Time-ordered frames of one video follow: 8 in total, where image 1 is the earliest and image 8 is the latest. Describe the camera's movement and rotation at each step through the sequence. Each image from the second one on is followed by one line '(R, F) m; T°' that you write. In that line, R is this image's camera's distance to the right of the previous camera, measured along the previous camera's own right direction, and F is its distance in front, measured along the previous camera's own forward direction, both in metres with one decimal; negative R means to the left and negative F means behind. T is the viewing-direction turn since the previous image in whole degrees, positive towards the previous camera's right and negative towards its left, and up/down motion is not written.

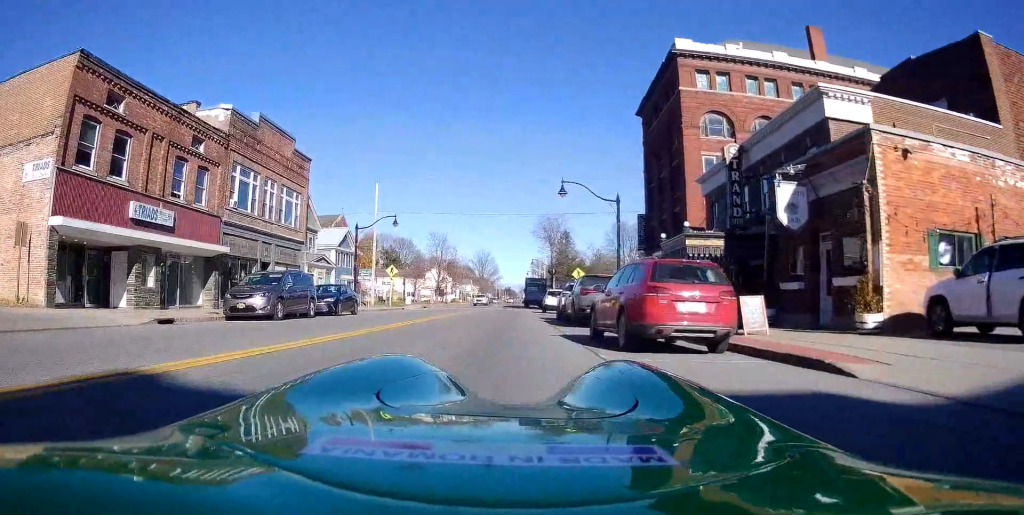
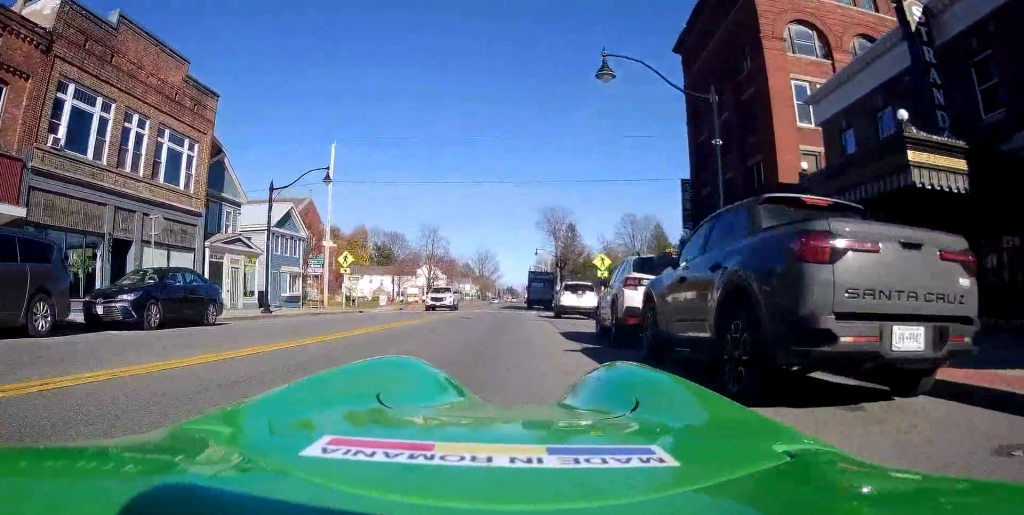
(-0.3, +13.5) m; -2°
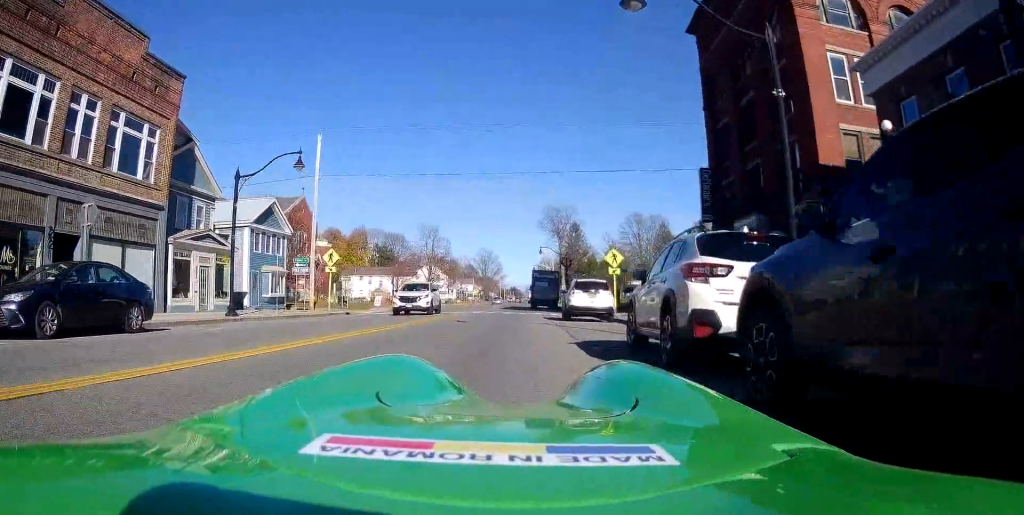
(+0.1, +3.7) m; 0°
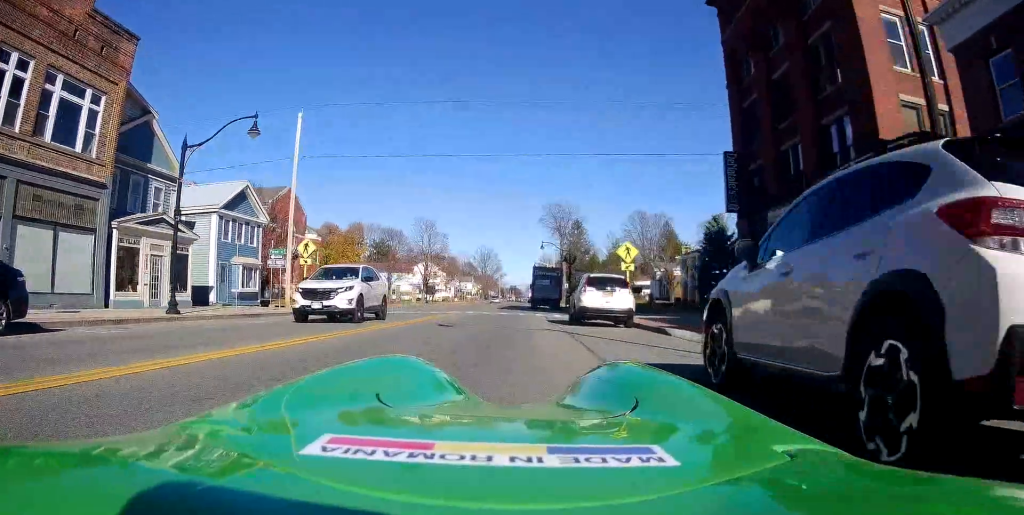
(0.0, +4.1) m; -1°
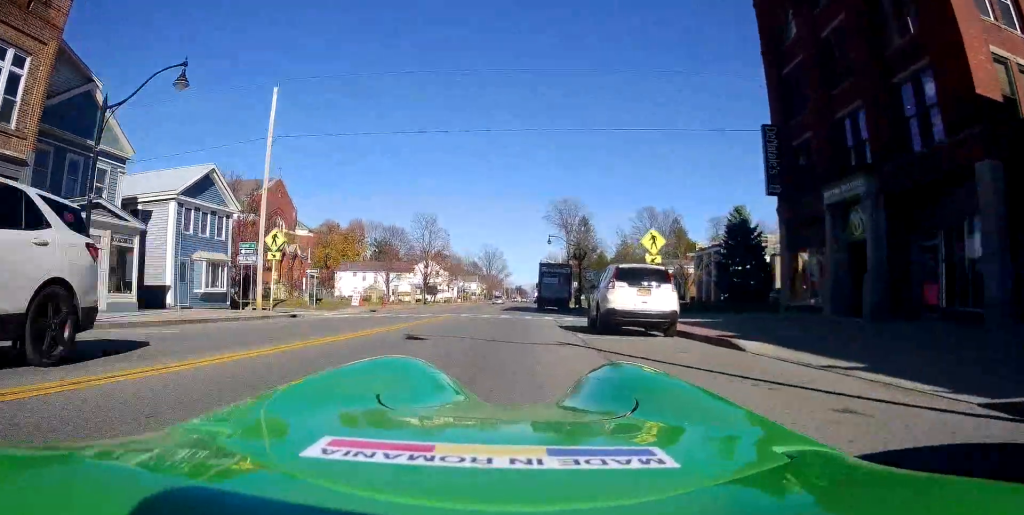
(-0.1, +4.4) m; -1°
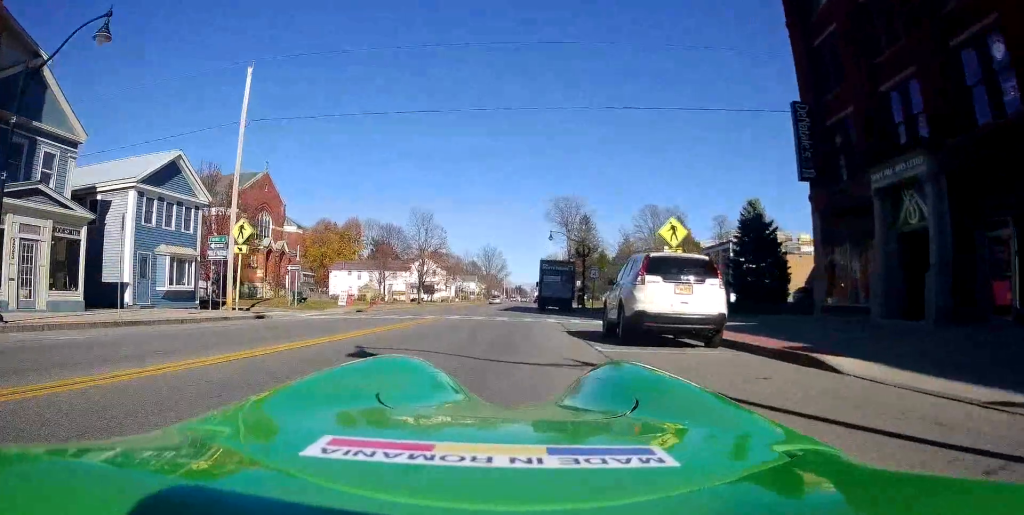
(0.0, +3.4) m; 0°
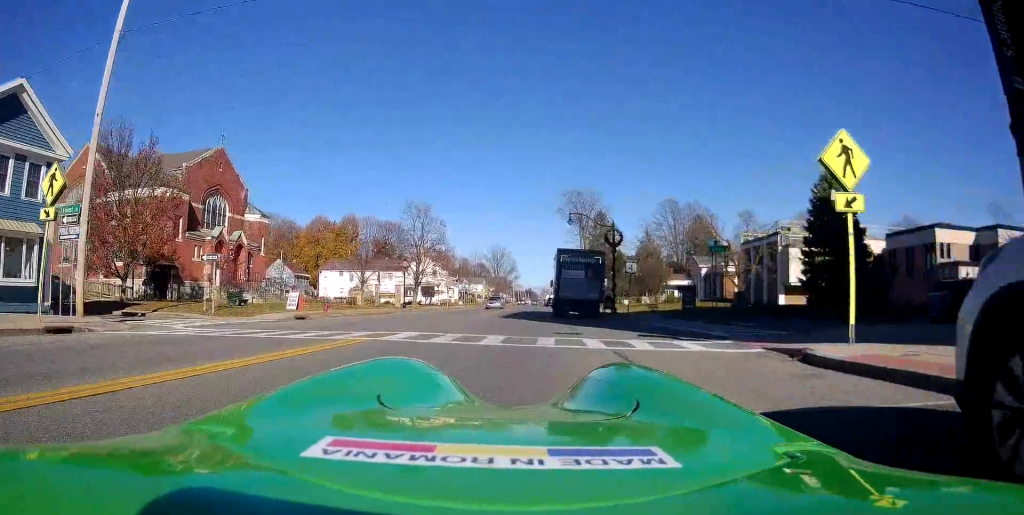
(0.0, +11.3) m; +2°
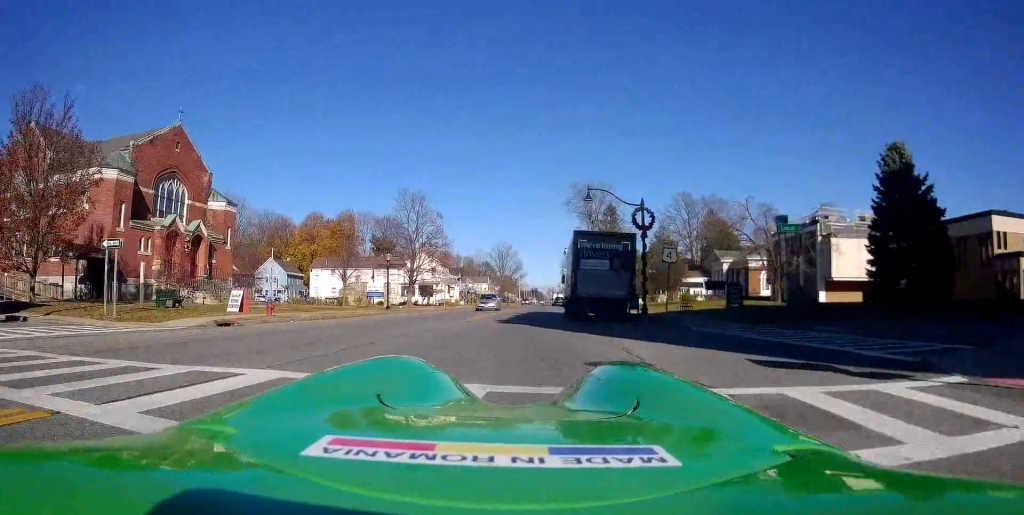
(+0.2, +7.3) m; +2°
